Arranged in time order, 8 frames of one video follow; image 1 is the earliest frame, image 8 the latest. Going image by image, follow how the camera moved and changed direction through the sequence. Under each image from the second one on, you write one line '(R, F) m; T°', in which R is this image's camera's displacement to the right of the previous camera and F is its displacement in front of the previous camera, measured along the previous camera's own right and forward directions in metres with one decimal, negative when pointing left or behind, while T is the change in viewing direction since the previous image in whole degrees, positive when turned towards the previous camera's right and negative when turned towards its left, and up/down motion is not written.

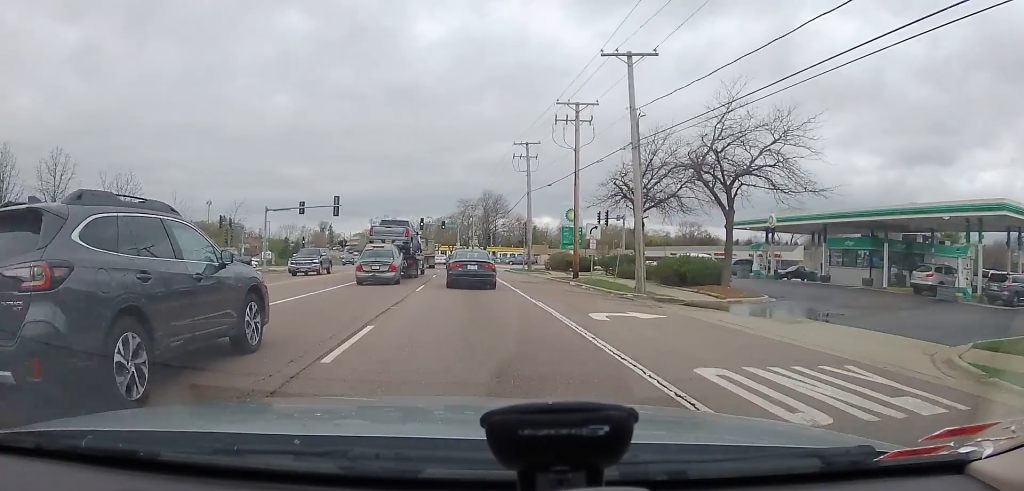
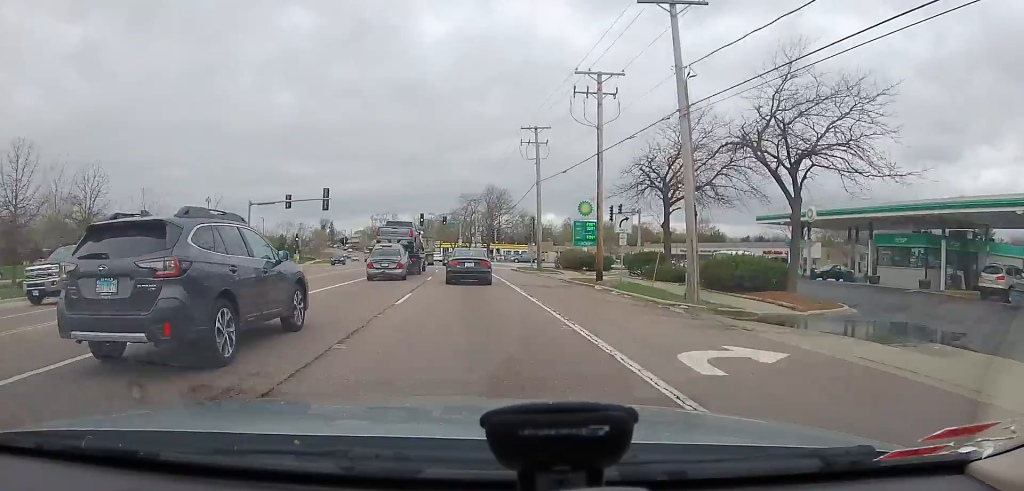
(-0.3, +4.9) m; 0°
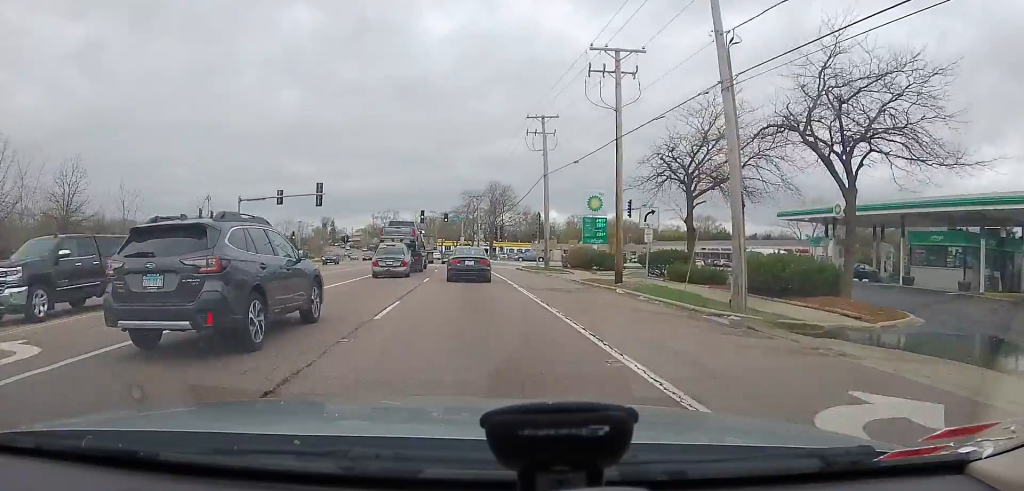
(+0.1, +2.9) m; 0°
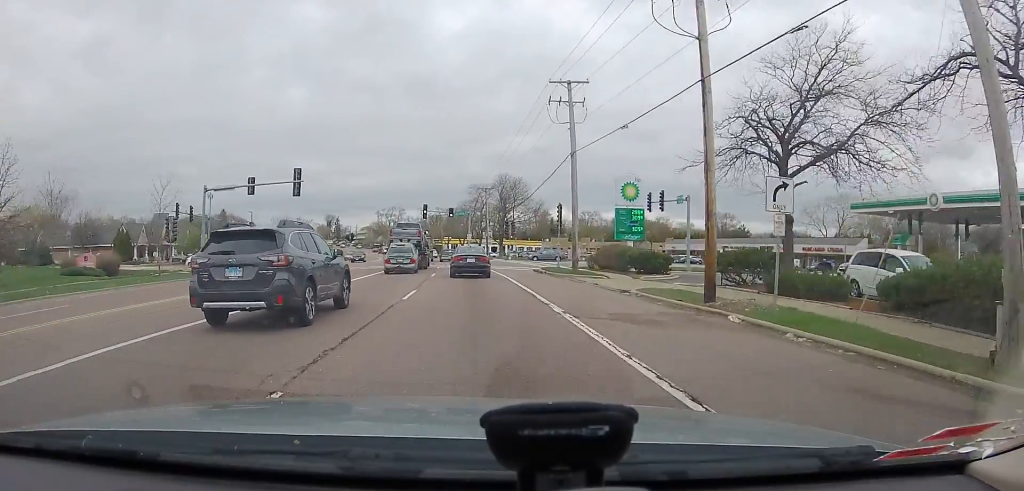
(+0.2, +8.1) m; 0°
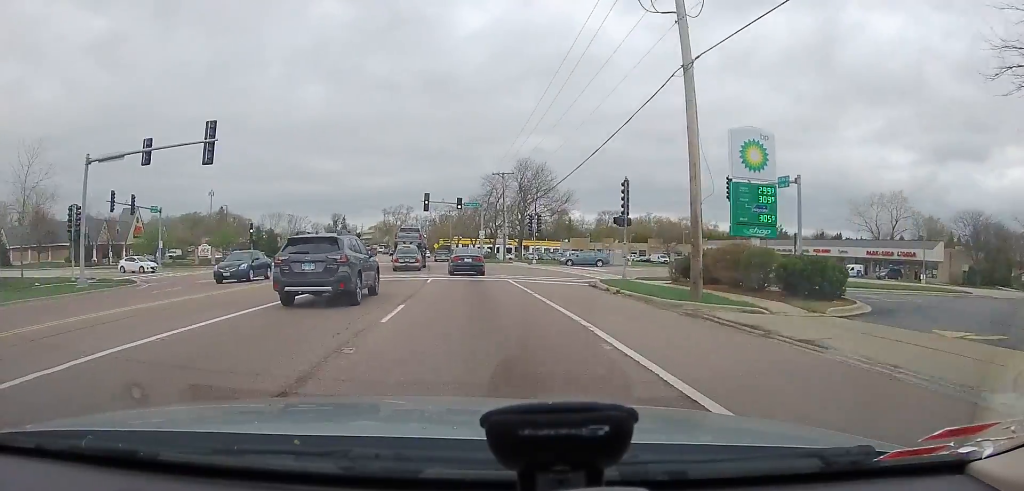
(+0.1, +16.1) m; 0°
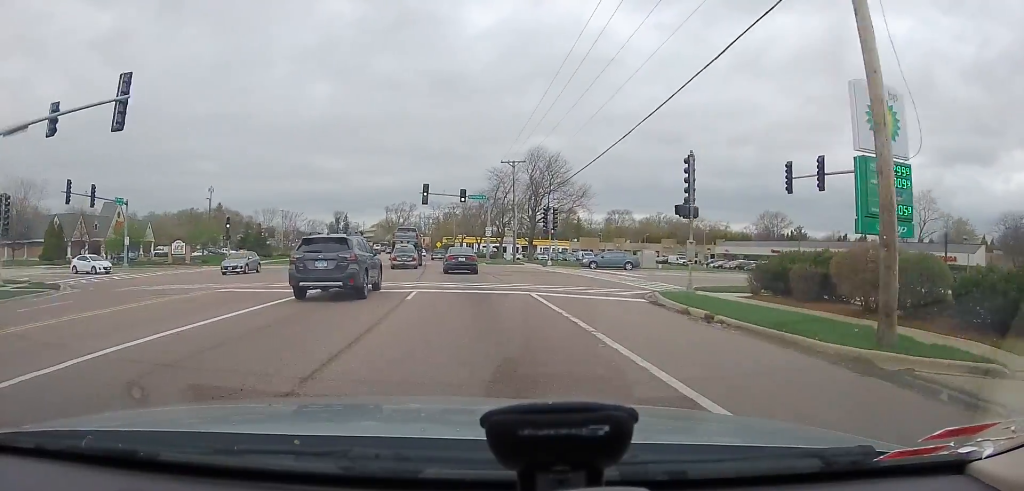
(-0.3, +7.9) m; -4°
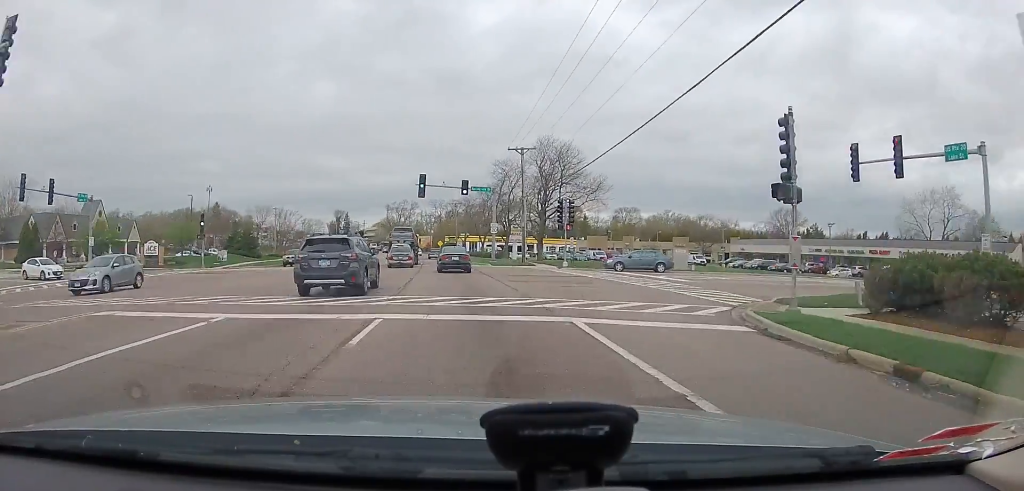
(-0.2, +6.6) m; -1°
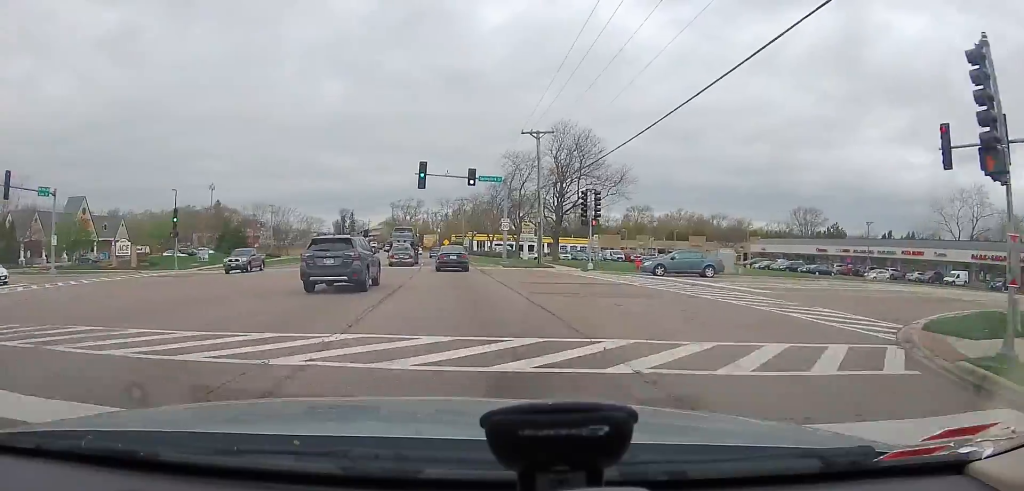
(-0.3, +6.3) m; 0°
